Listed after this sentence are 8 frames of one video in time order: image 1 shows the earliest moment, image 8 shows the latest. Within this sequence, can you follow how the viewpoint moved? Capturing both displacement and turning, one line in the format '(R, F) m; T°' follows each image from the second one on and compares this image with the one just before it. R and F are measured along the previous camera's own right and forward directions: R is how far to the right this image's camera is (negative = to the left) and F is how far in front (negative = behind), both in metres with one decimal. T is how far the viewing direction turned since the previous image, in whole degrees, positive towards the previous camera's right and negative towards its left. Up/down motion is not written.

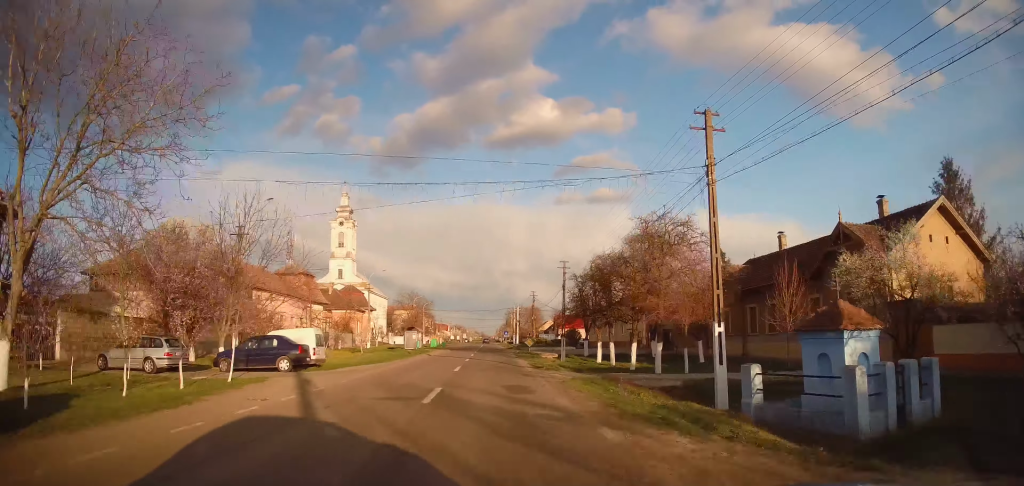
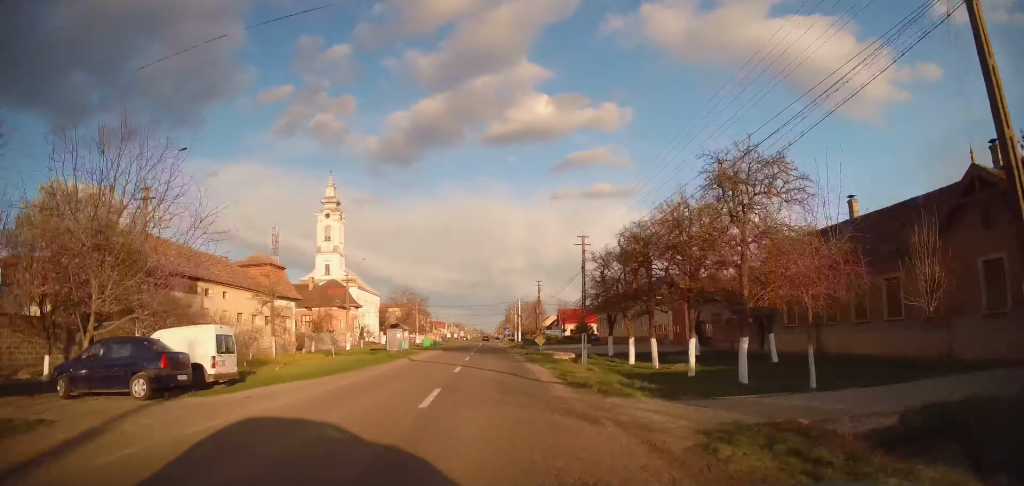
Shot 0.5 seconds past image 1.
(+0.1, +9.7) m; 0°
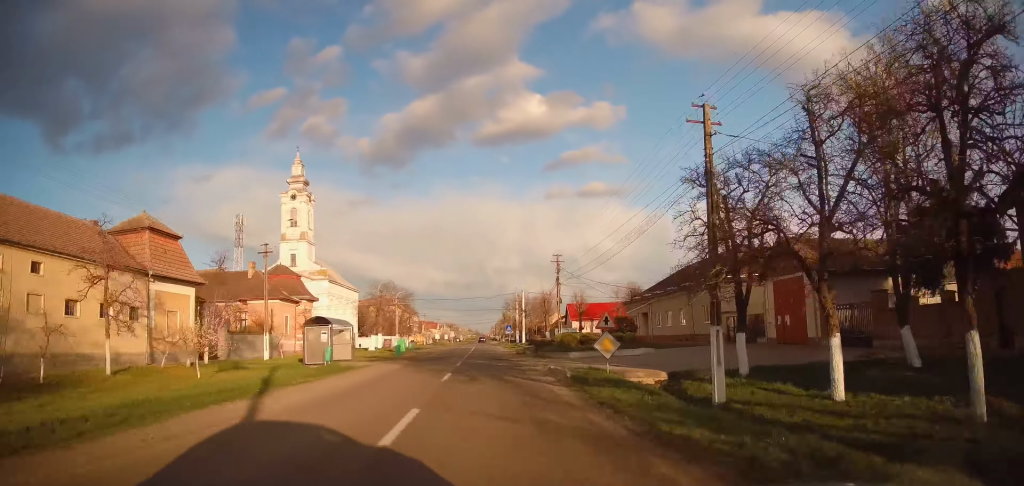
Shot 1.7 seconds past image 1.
(-0.6, +21.0) m; -1°
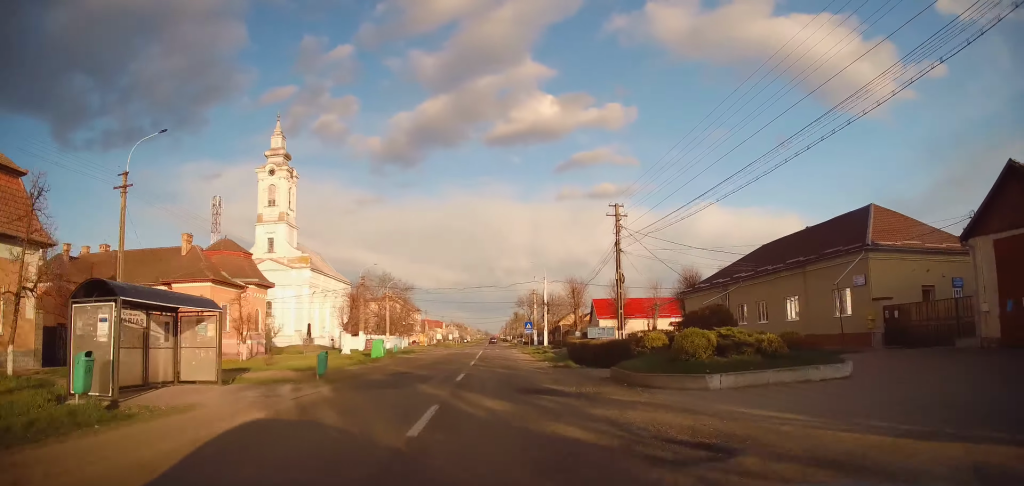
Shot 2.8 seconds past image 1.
(0.0, +17.6) m; 0°
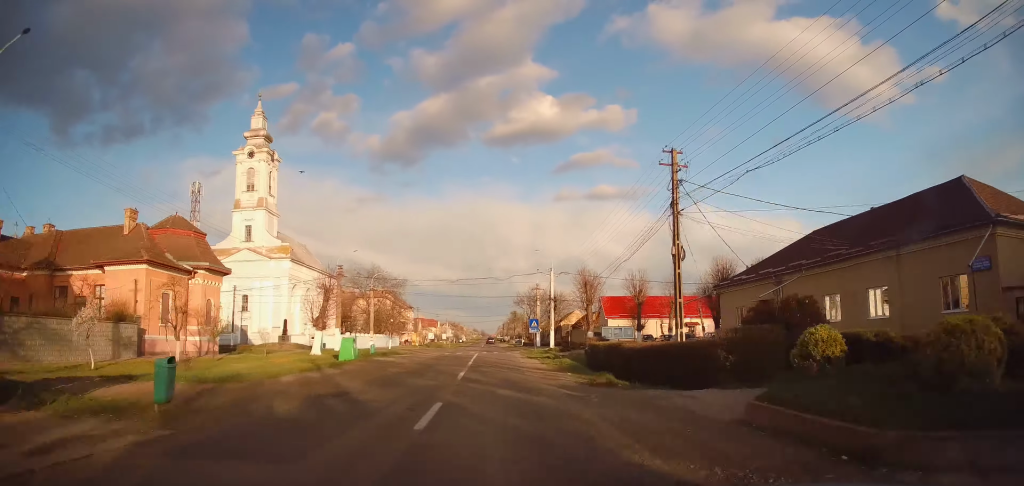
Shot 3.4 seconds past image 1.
(-0.2, +9.0) m; 0°
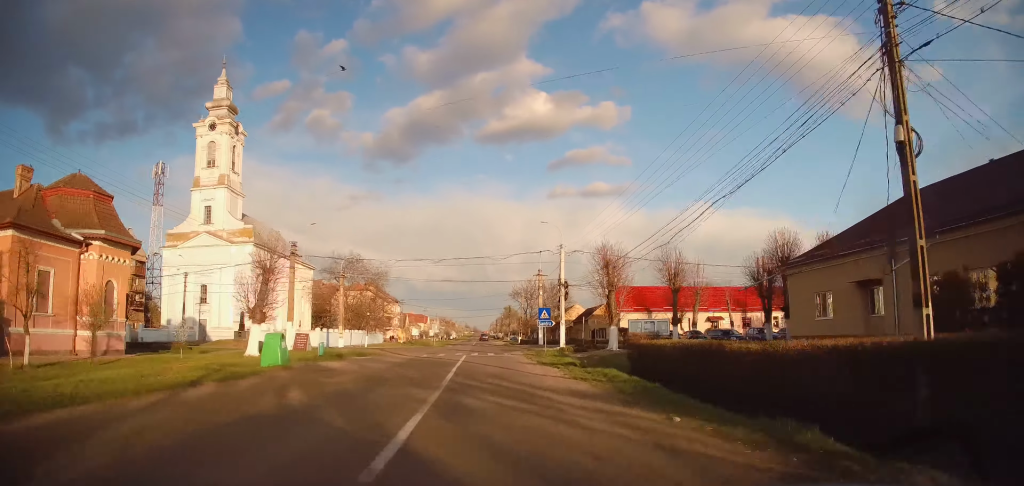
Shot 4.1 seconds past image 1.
(+0.4, +11.4) m; 0°
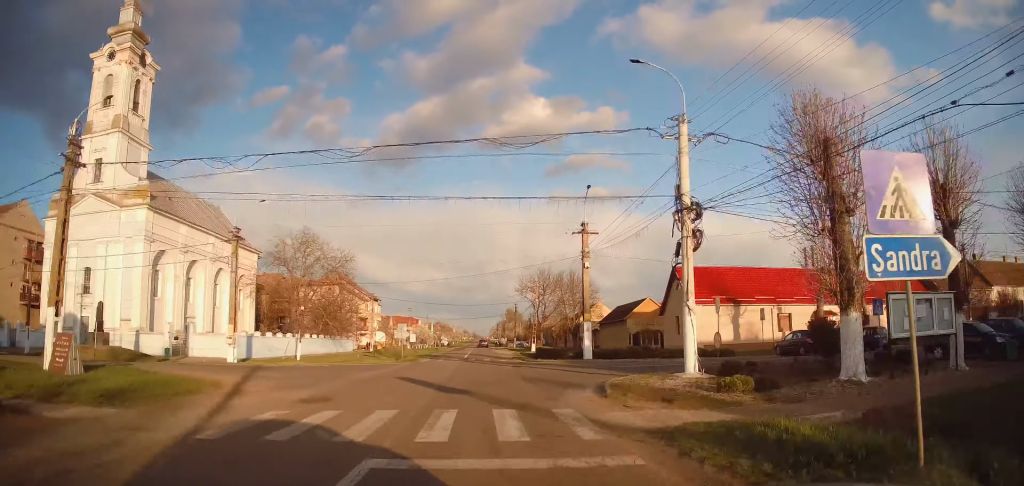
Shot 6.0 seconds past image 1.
(+0.1, +25.3) m; +2°
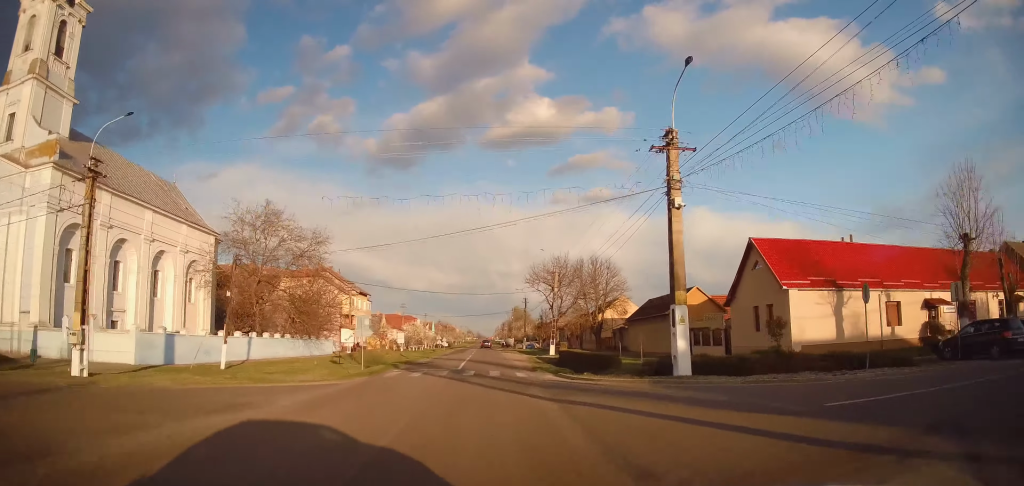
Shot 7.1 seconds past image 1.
(+0.2, +14.5) m; -1°
